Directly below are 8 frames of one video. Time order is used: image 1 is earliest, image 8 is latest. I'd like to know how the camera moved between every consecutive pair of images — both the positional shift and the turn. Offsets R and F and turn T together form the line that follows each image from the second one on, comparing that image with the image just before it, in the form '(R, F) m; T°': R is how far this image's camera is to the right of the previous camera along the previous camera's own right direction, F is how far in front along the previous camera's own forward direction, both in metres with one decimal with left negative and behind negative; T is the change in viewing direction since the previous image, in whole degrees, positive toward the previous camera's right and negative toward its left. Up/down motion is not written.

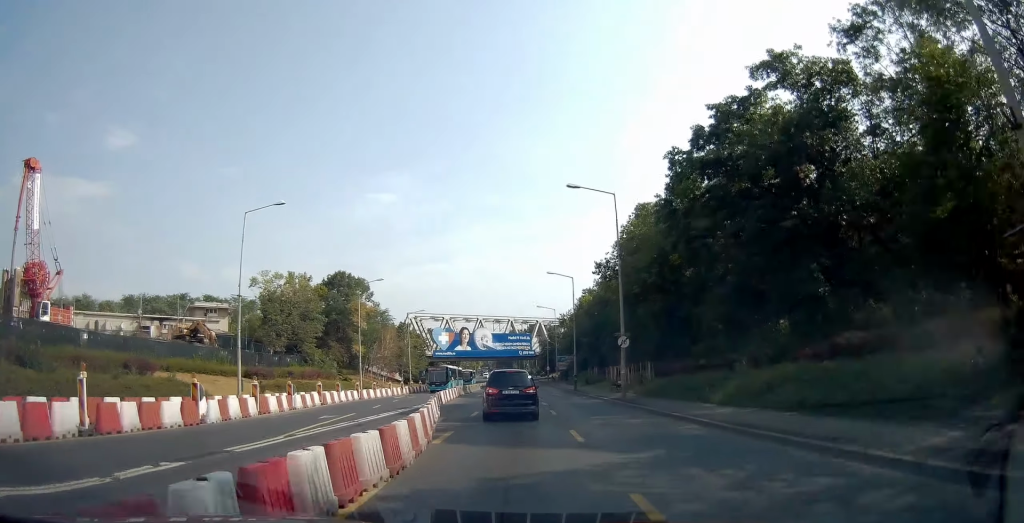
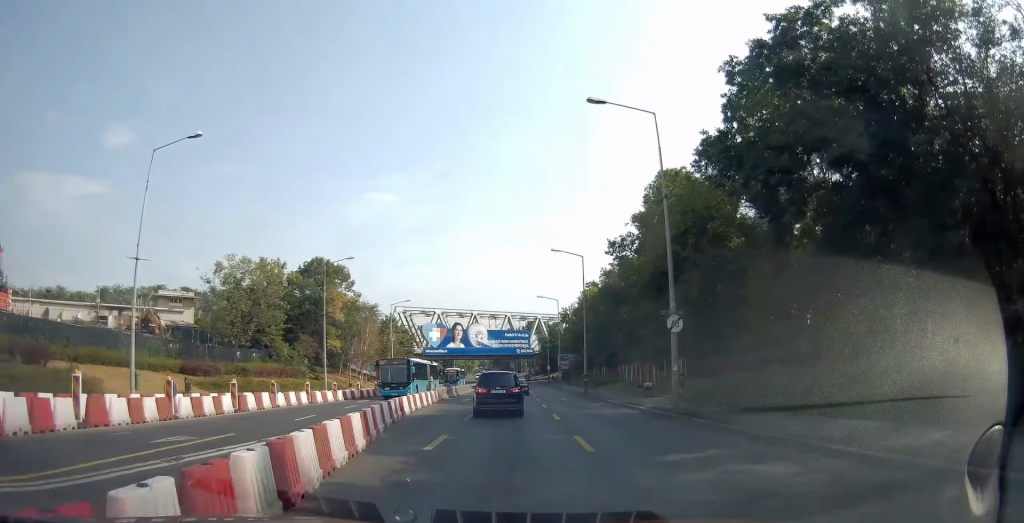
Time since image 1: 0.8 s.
(0.0, +10.5) m; 0°
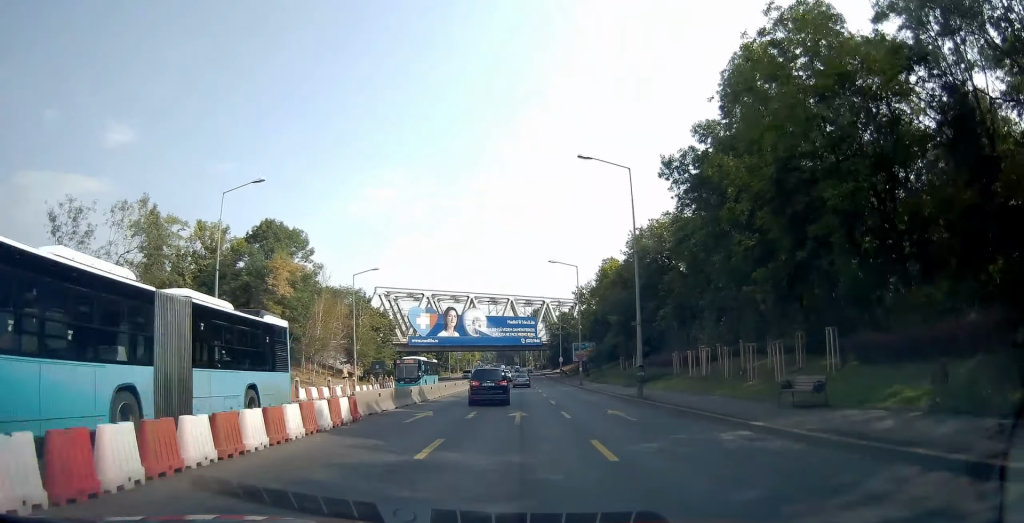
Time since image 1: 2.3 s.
(0.0, +19.8) m; 0°
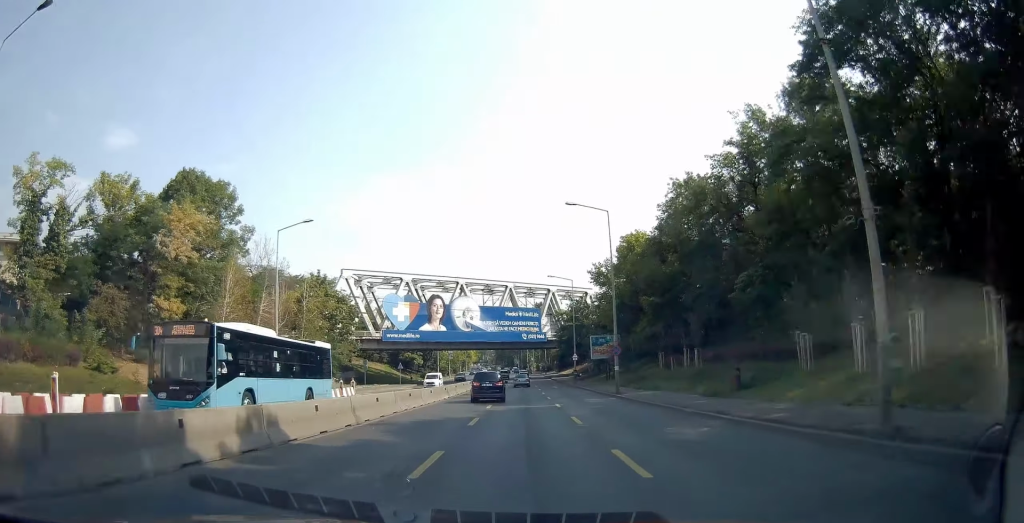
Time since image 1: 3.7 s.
(-0.1, +18.9) m; 0°
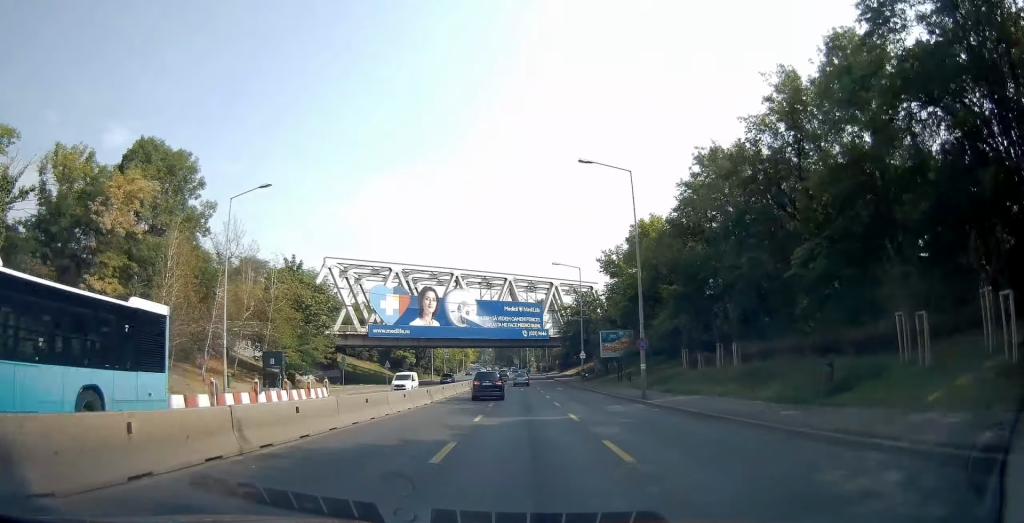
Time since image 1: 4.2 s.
(0.0, +7.3) m; 0°
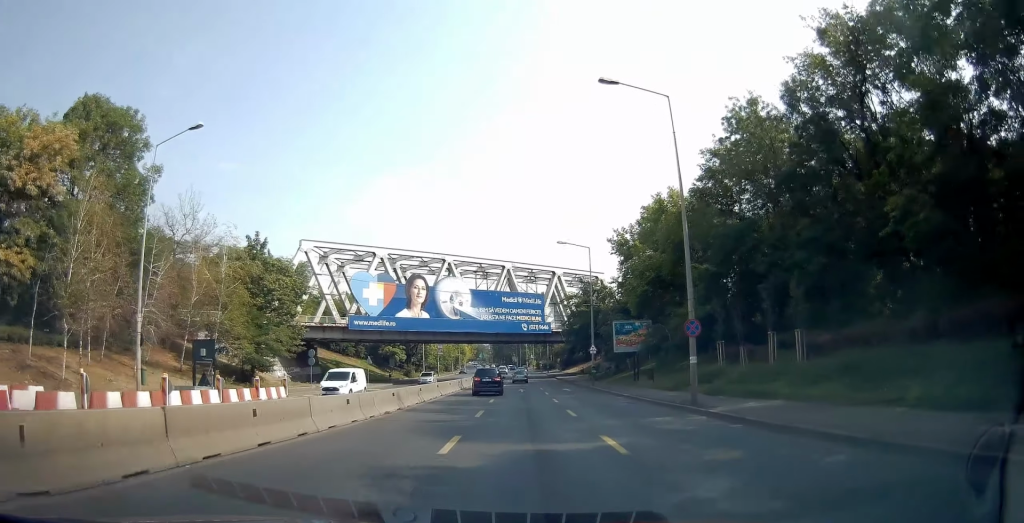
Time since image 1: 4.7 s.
(+0.1, +8.3) m; 0°
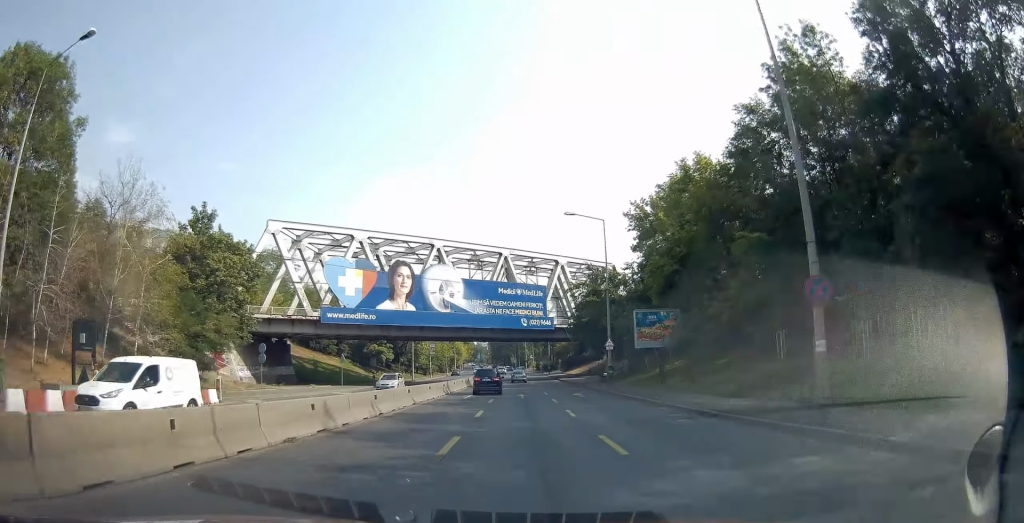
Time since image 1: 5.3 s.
(-0.1, +8.6) m; 0°
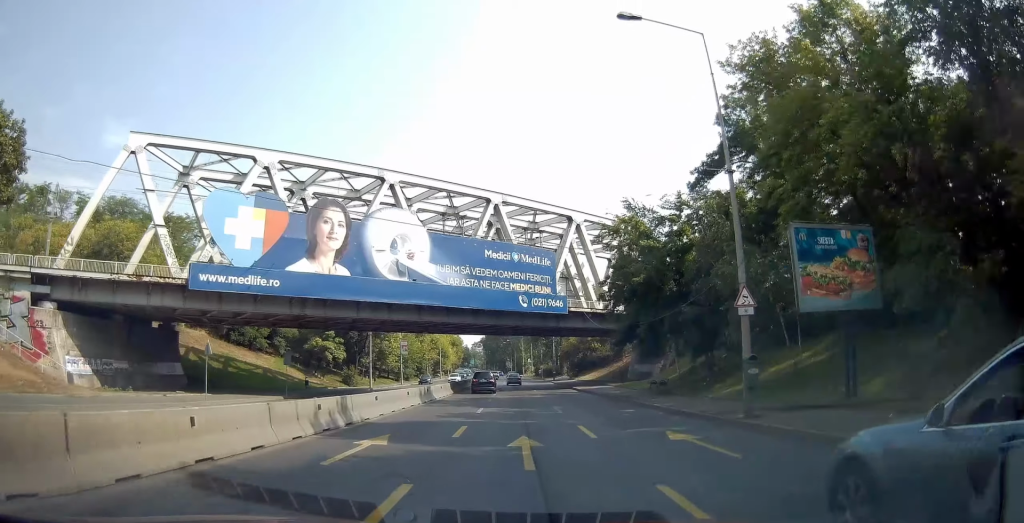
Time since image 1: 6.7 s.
(0.0, +23.1) m; 0°
